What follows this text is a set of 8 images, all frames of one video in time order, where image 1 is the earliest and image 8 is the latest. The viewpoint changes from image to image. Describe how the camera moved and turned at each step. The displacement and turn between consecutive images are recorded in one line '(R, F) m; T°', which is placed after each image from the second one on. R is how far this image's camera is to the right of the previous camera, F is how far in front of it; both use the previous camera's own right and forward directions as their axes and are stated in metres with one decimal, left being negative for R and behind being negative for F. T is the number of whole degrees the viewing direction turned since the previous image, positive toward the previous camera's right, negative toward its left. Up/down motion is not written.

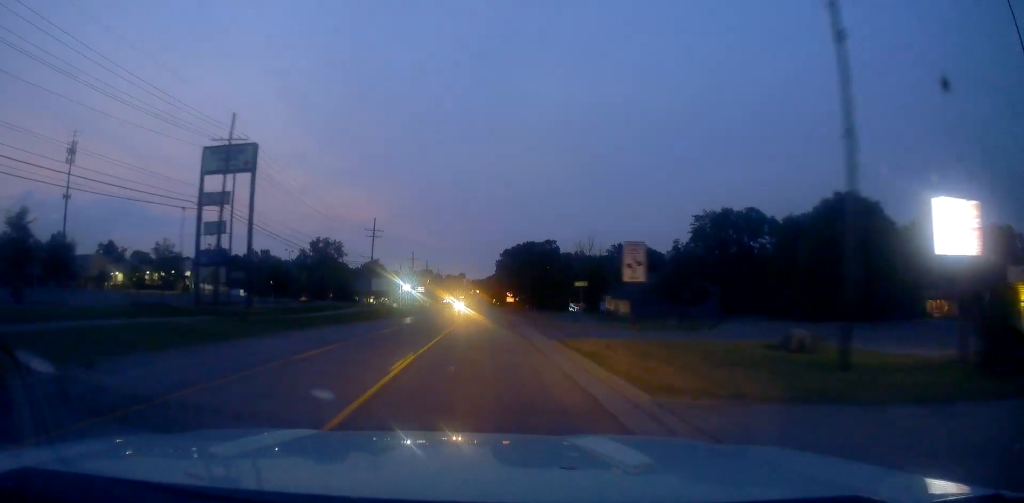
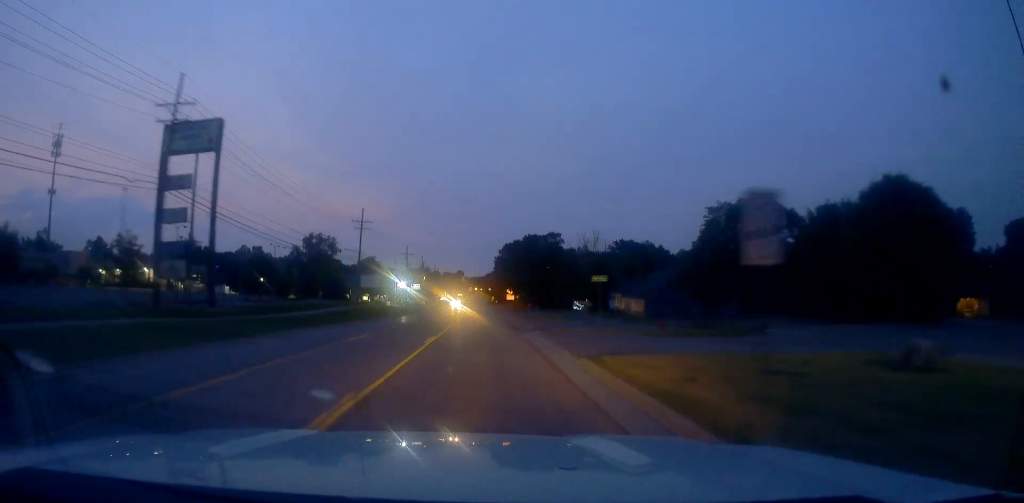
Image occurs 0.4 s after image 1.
(+0.2, +7.5) m; +1°
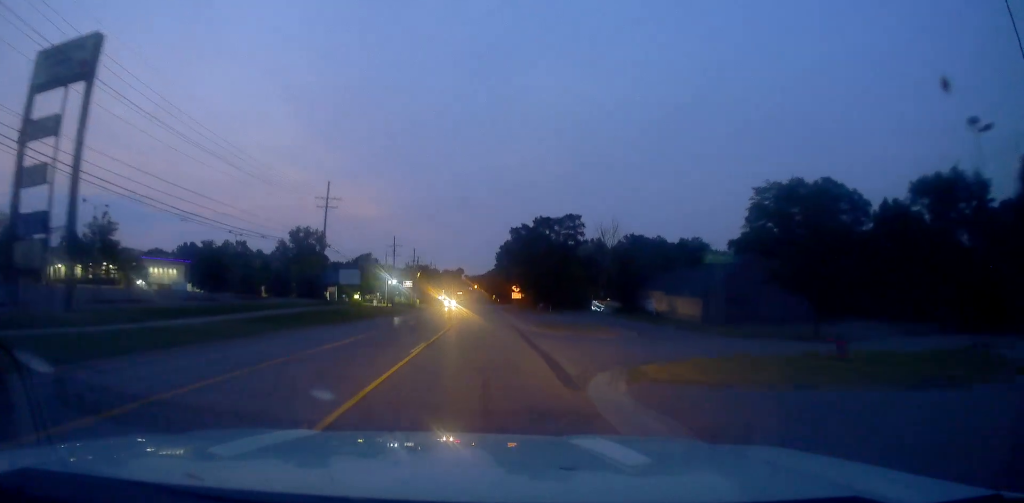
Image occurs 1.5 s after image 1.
(+0.1, +17.8) m; -1°
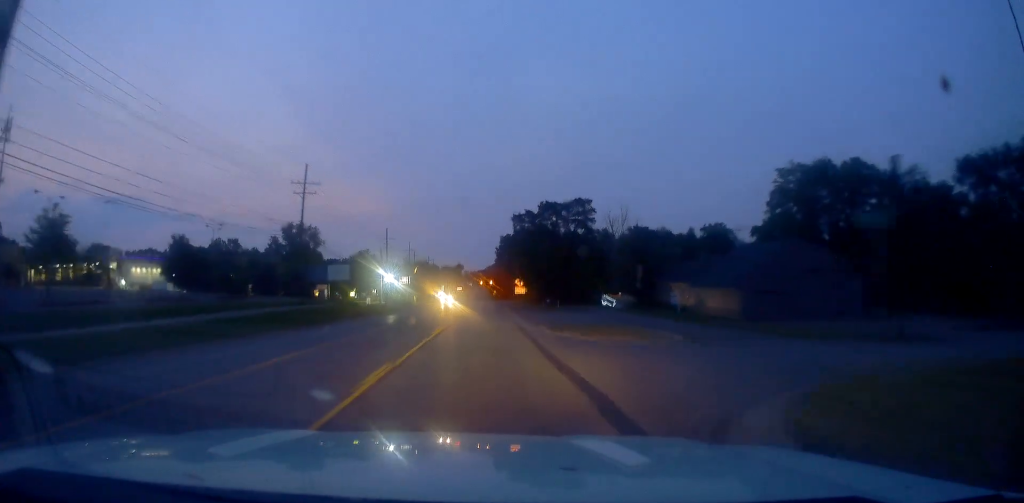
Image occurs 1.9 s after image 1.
(0.0, +7.5) m; -1°
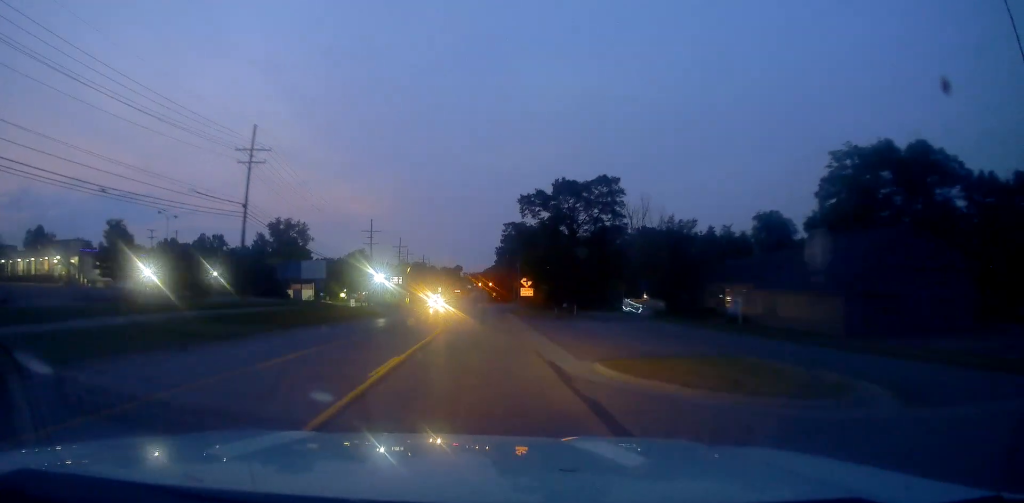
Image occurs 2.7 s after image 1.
(-0.3, +14.0) m; -1°
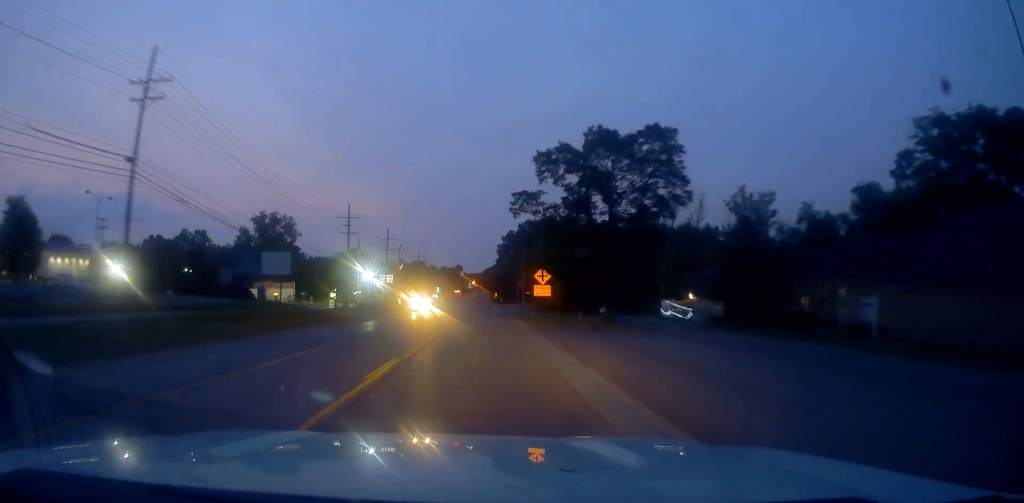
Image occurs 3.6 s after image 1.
(0.0, +15.4) m; +1°
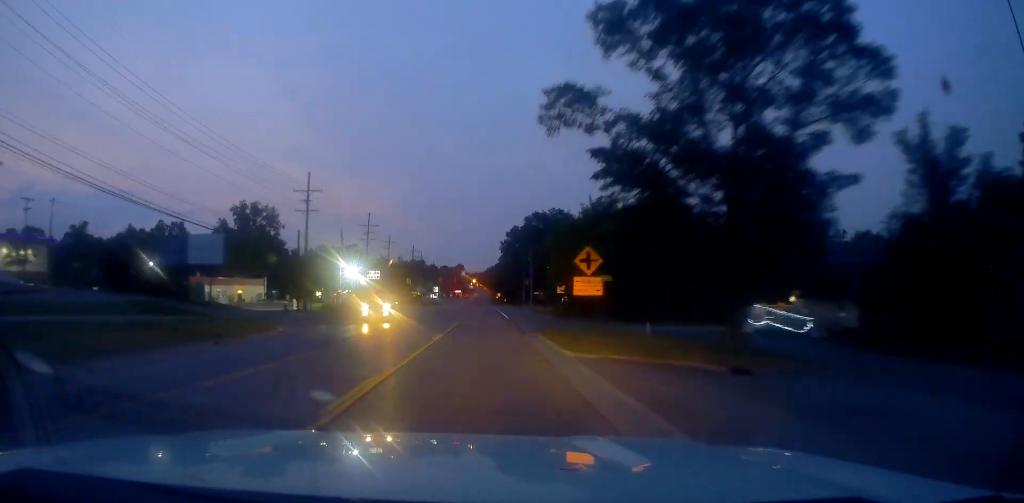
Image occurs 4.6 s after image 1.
(+0.5, +18.3) m; 0°
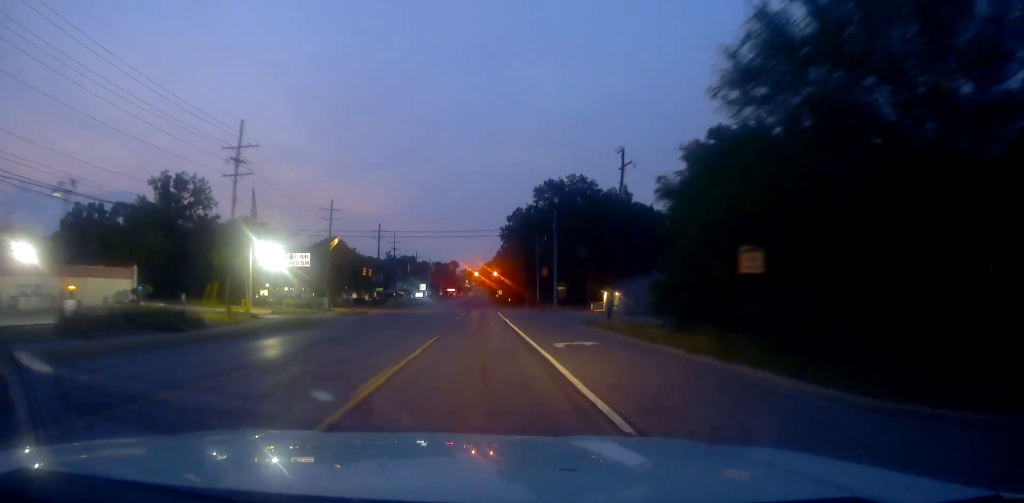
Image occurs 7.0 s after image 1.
(-1.2, +43.0) m; -1°
